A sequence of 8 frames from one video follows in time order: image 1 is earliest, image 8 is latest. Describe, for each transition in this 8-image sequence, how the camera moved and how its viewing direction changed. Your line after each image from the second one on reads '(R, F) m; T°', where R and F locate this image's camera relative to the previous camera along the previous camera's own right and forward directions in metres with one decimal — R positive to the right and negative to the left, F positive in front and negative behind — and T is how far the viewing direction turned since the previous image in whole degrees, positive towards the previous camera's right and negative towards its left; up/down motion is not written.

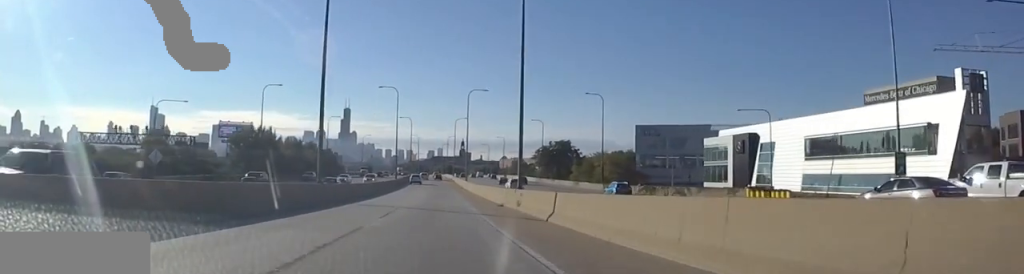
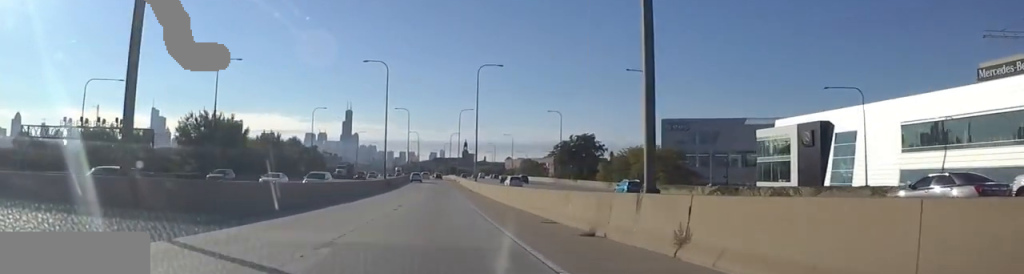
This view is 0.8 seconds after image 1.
(+0.2, +21.3) m; +1°
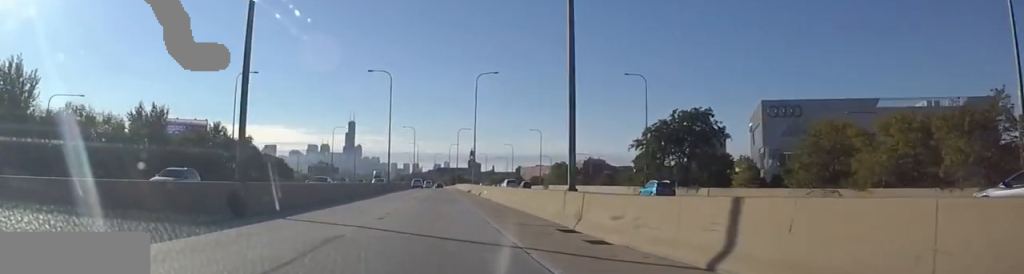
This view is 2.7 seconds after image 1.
(-0.6, +53.9) m; -2°
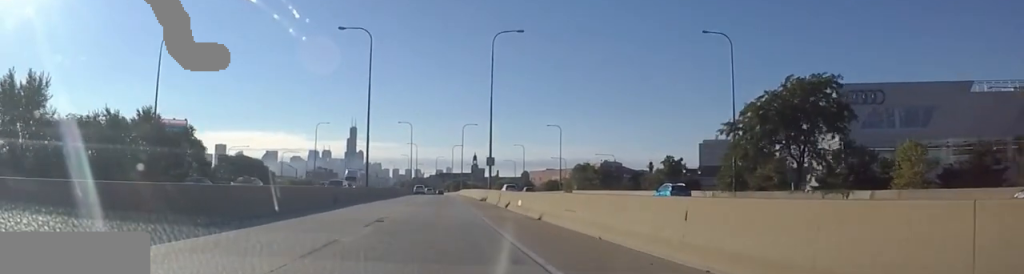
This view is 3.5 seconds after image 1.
(-0.1, +23.7) m; 0°
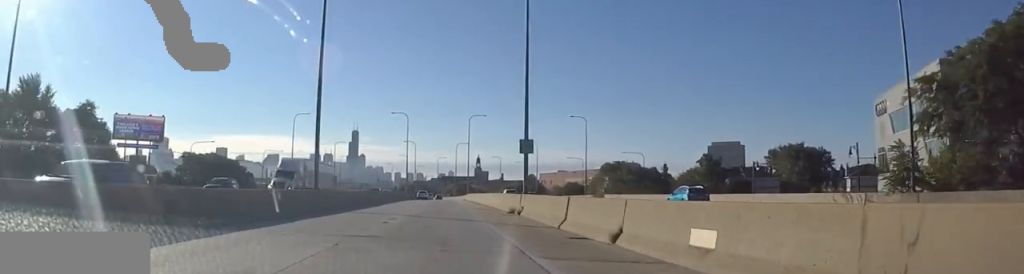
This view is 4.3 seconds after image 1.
(+0.4, +22.0) m; +1°
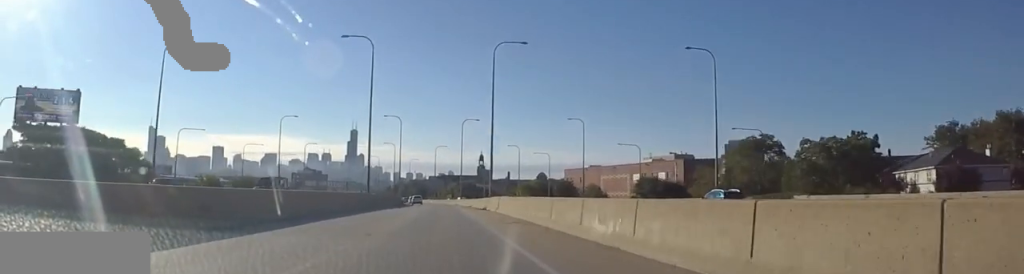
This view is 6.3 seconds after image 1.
(-0.8, +54.6) m; 0°
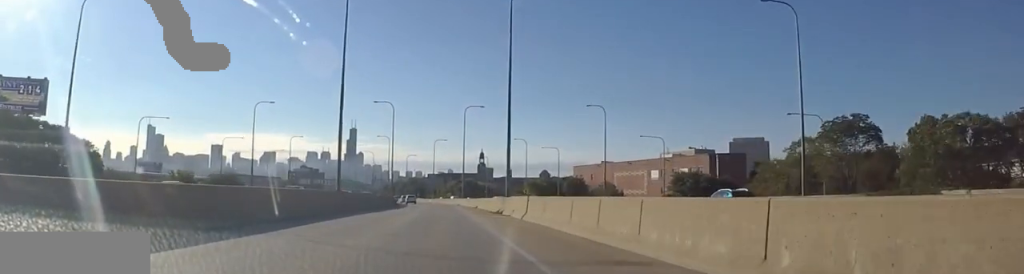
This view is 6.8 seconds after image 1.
(+0.5, +15.5) m; 0°
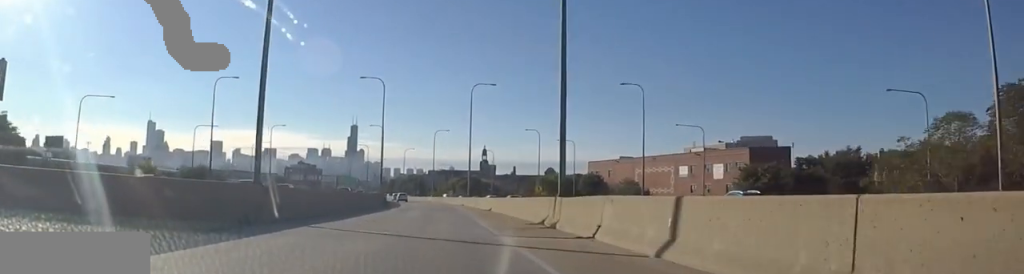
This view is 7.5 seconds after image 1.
(-0.2, +18.3) m; 0°
